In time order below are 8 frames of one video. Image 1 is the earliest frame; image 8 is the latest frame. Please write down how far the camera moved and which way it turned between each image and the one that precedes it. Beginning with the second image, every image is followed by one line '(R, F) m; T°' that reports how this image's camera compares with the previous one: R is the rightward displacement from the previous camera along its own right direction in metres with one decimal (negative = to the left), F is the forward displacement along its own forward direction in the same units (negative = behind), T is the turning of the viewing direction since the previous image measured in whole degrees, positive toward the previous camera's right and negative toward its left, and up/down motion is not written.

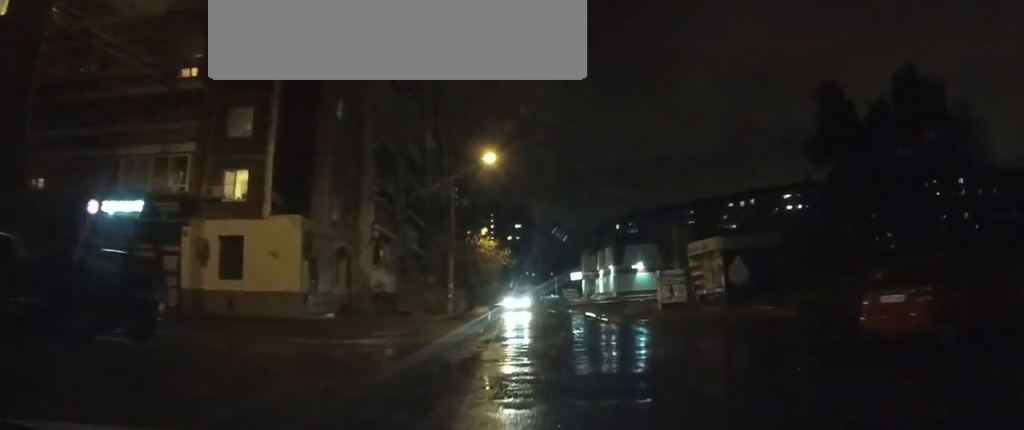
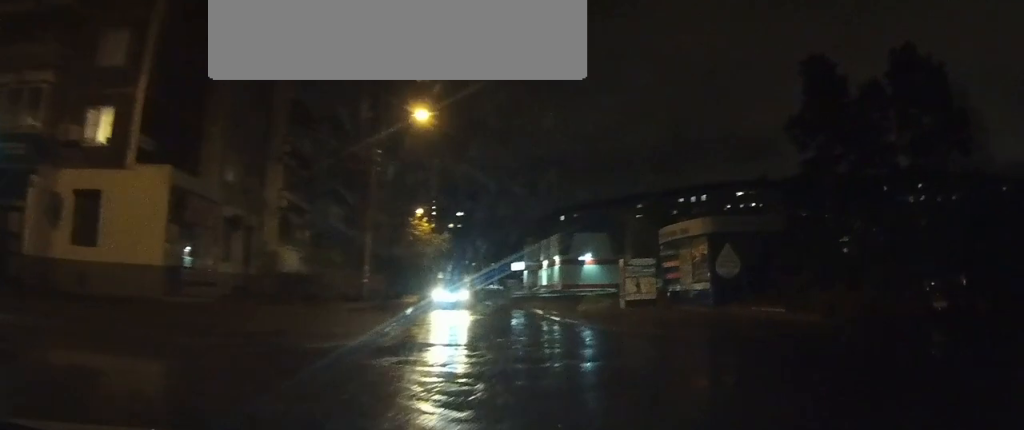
(+0.1, +5.7) m; +3°
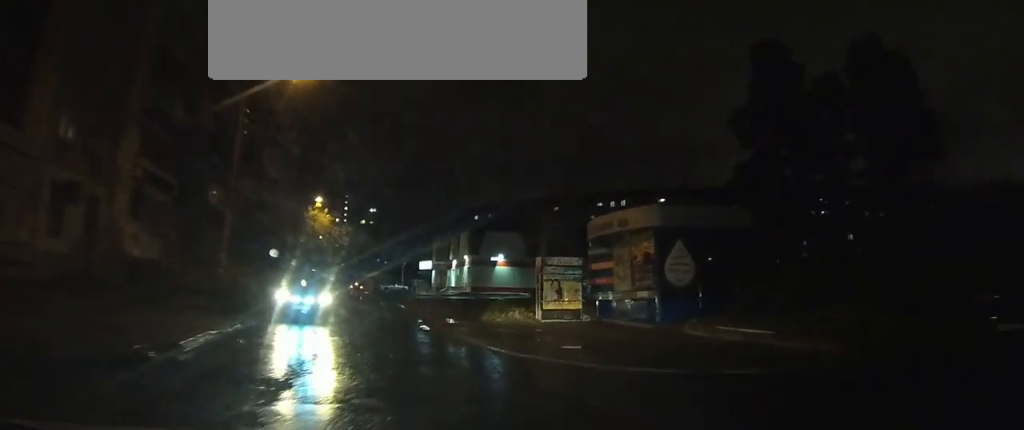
(+0.2, +5.3) m; +2°
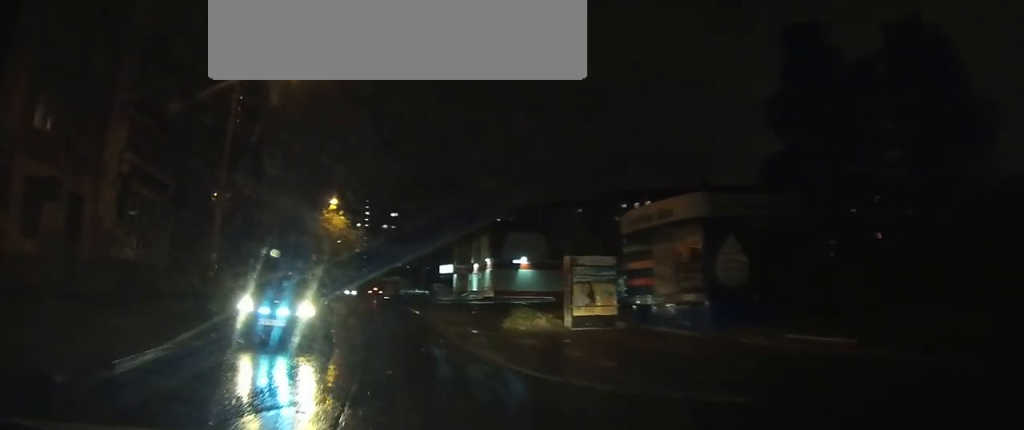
(0.0, +2.5) m; -2°
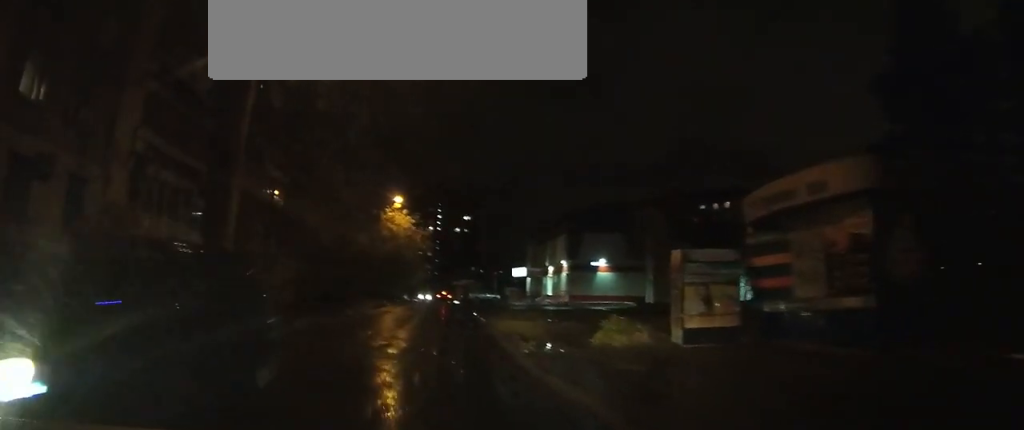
(-0.1, +4.5) m; -8°
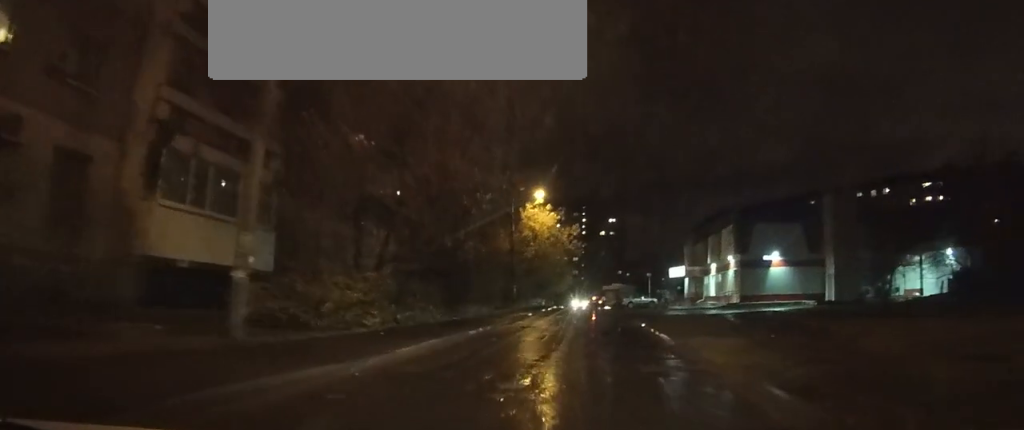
(-1.0, +8.2) m; -8°
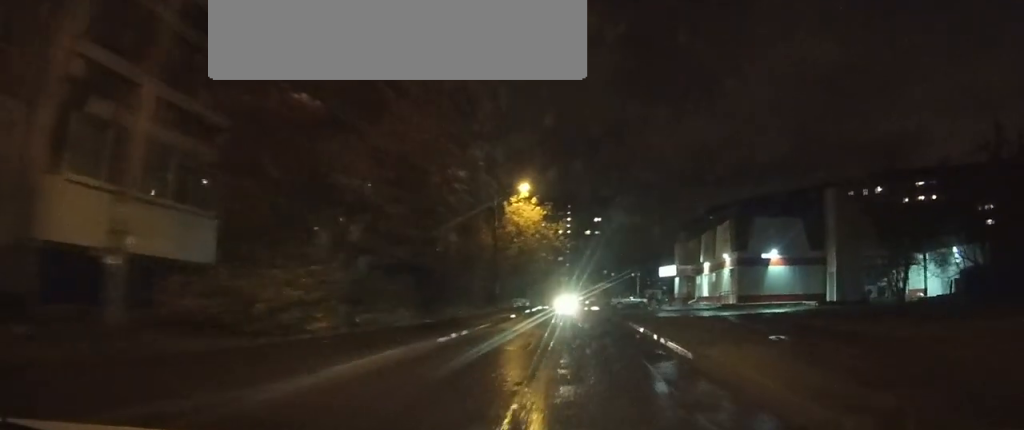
(0.0, +2.9) m; 0°
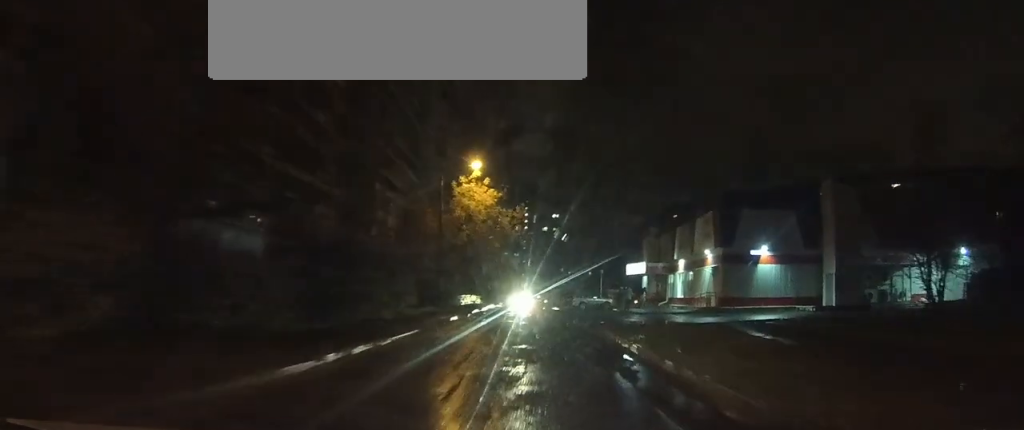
(0.0, +6.2) m; +1°
